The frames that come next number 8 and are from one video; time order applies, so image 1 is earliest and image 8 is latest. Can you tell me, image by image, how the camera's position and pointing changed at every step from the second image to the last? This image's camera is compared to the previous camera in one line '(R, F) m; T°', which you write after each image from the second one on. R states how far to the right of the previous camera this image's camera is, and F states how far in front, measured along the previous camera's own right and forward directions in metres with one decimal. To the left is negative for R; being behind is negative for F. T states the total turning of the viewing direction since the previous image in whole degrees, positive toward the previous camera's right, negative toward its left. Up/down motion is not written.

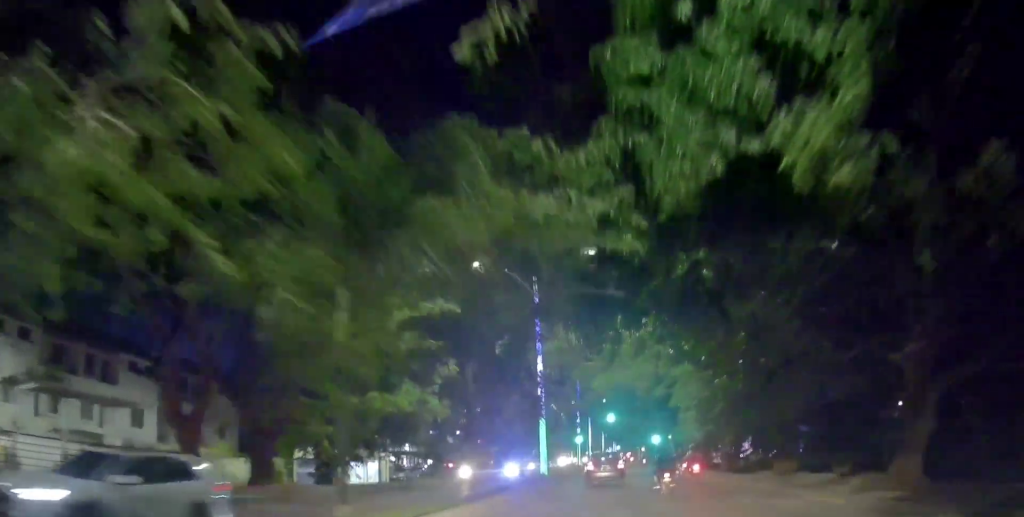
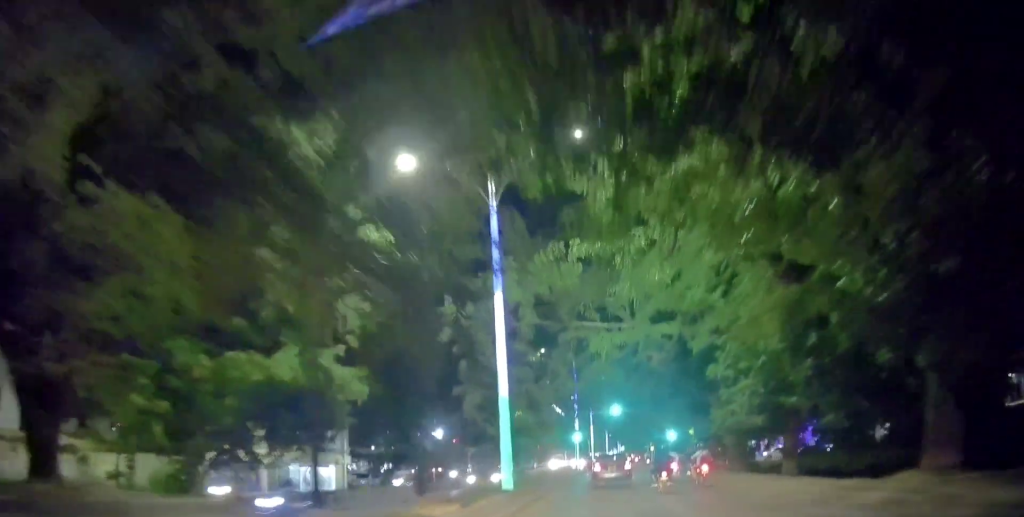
(0.0, +12.0) m; +1°
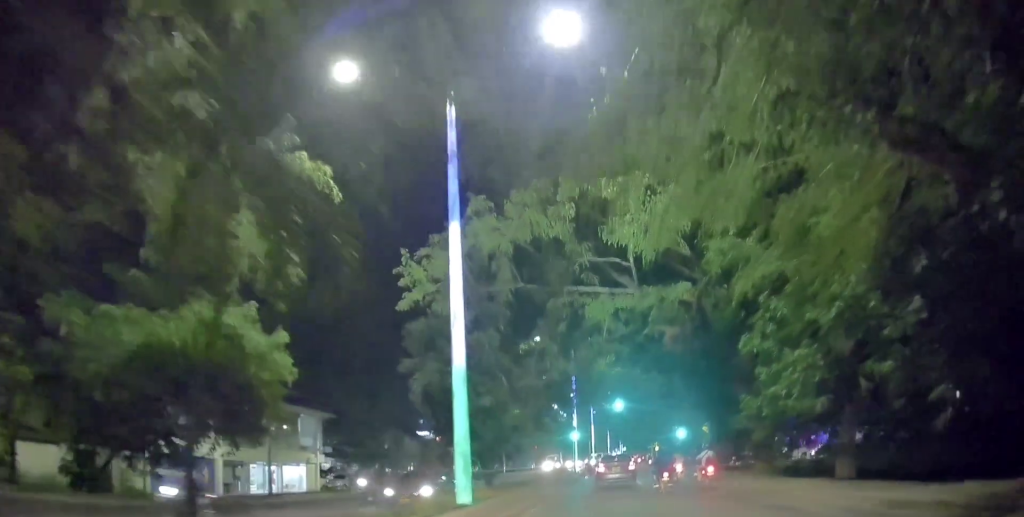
(+0.1, +5.0) m; 0°
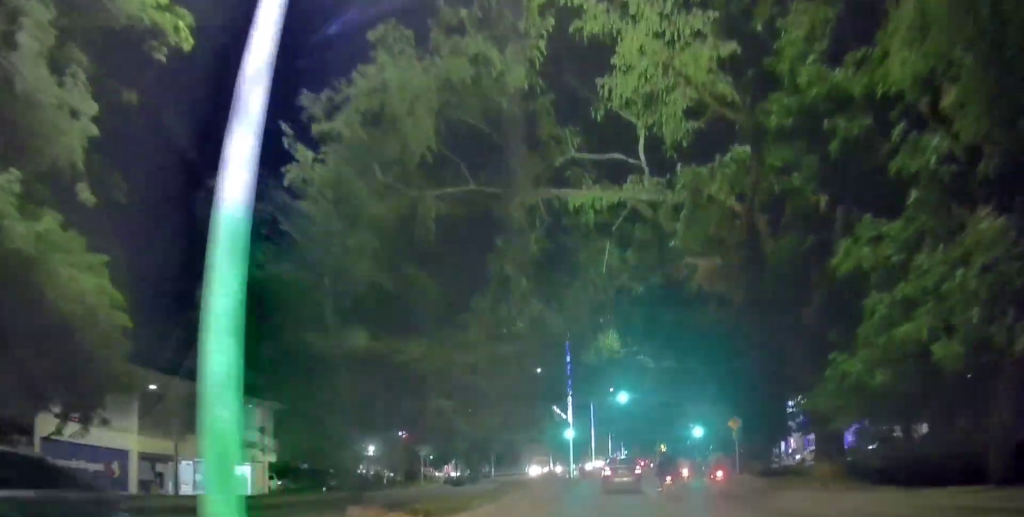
(0.0, +8.1) m; 0°
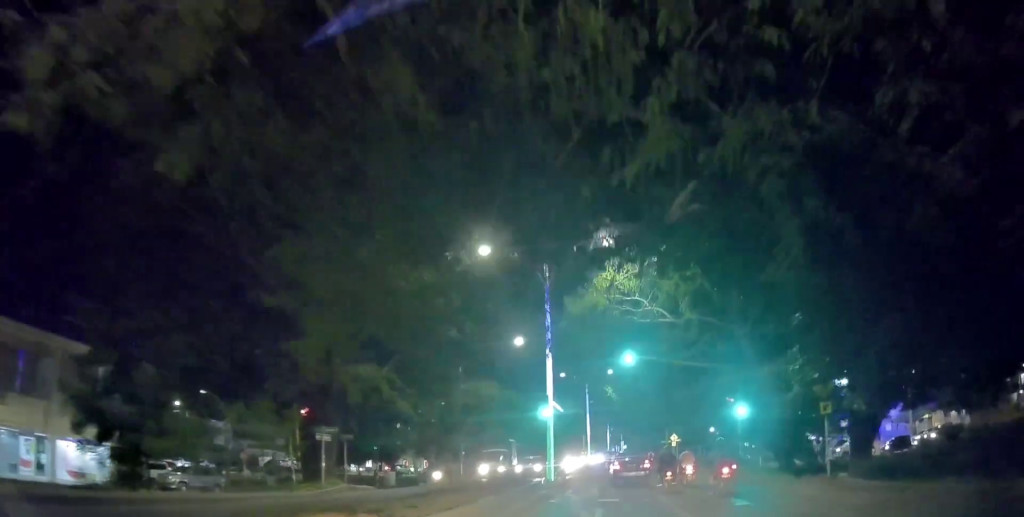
(-0.1, +13.3) m; 0°
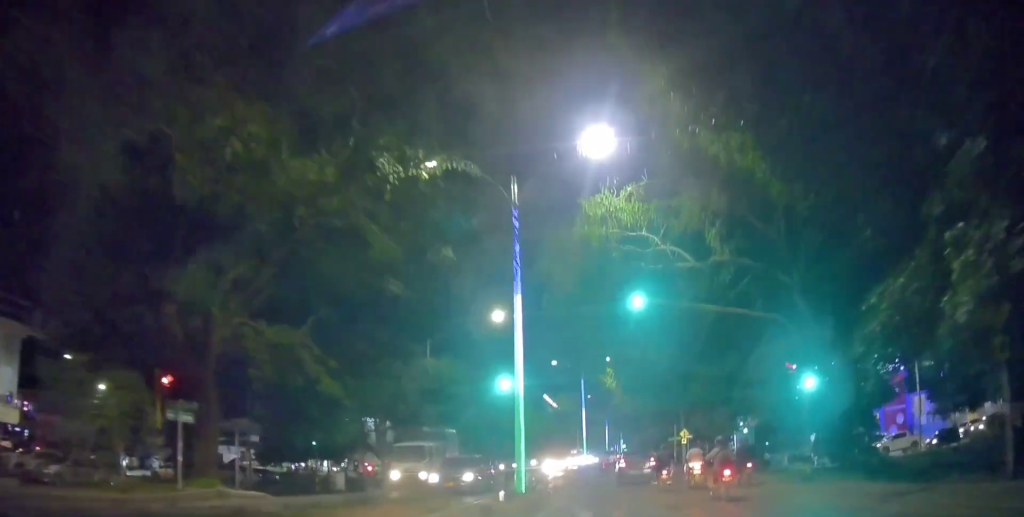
(0.0, +9.2) m; +1°
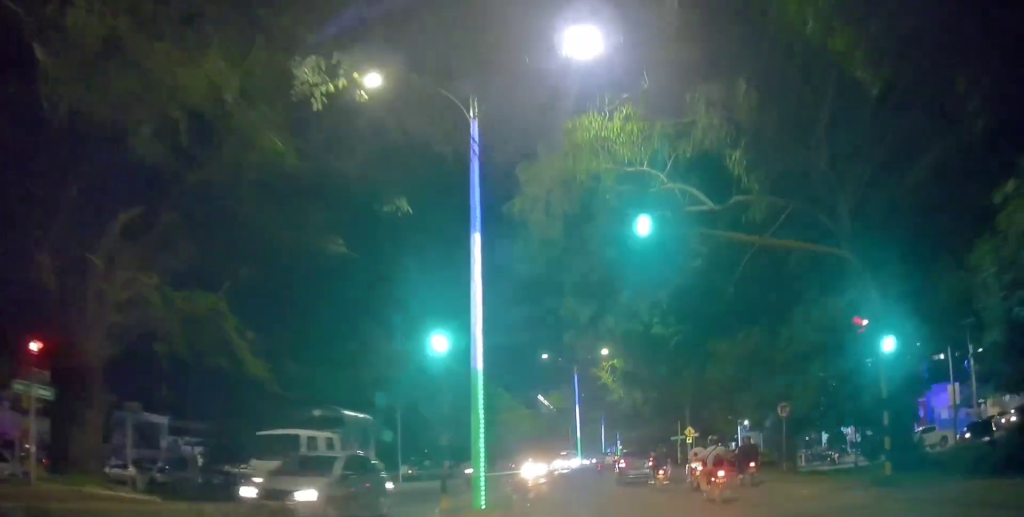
(0.0, +5.4) m; 0°
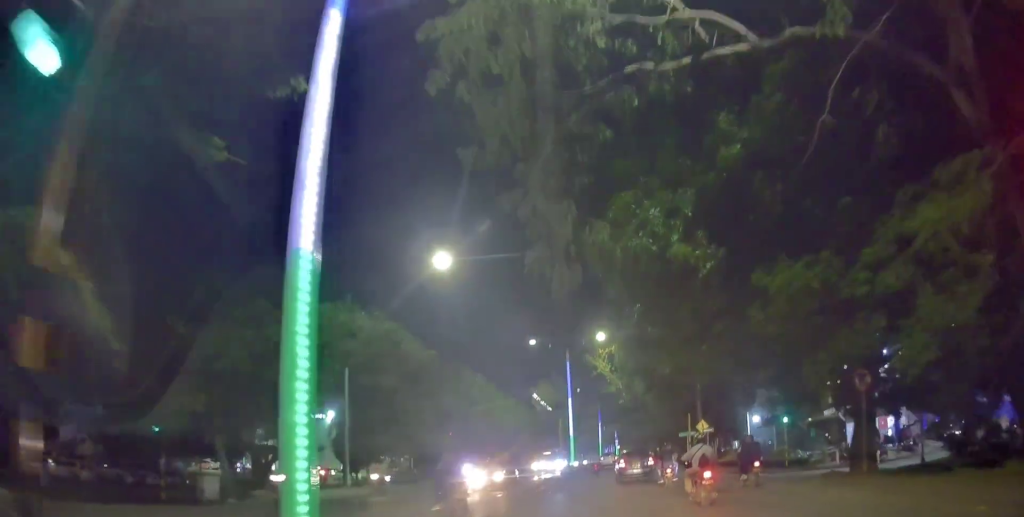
(0.0, +7.6) m; -2°
